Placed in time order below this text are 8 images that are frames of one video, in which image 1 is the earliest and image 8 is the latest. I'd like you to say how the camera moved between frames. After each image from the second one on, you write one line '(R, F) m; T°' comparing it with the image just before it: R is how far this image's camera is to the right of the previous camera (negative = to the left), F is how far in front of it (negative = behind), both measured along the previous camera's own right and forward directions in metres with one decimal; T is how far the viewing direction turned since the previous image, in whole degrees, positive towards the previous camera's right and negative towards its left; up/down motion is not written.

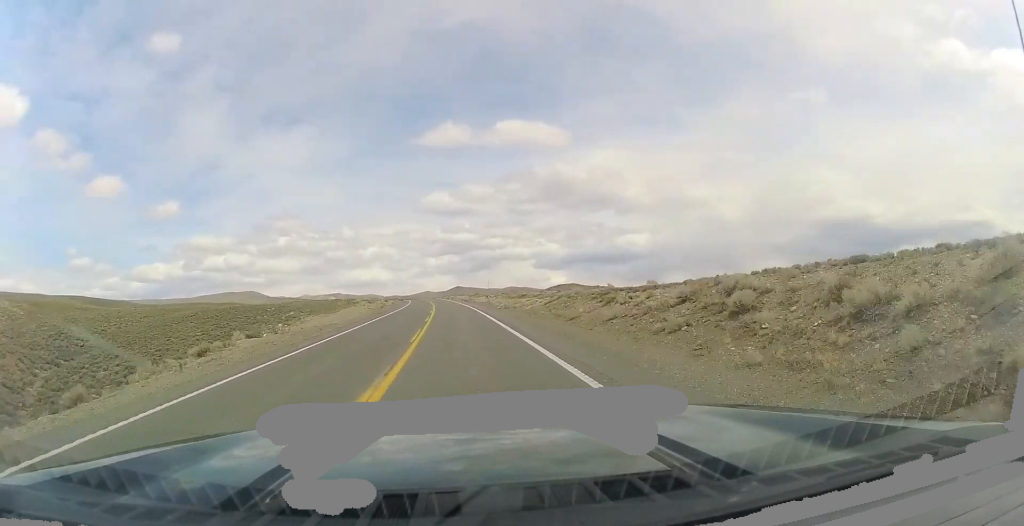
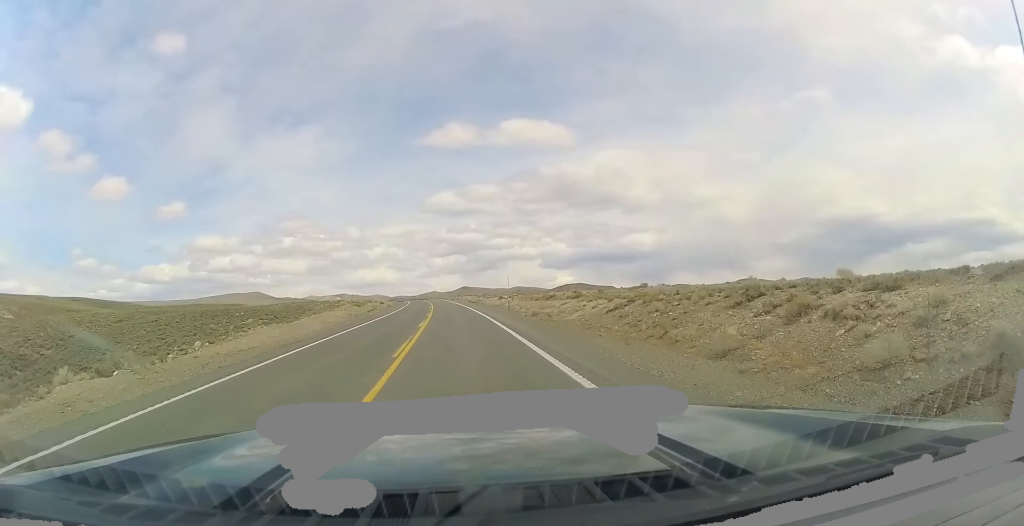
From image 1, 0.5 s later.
(-0.1, +17.2) m; -1°
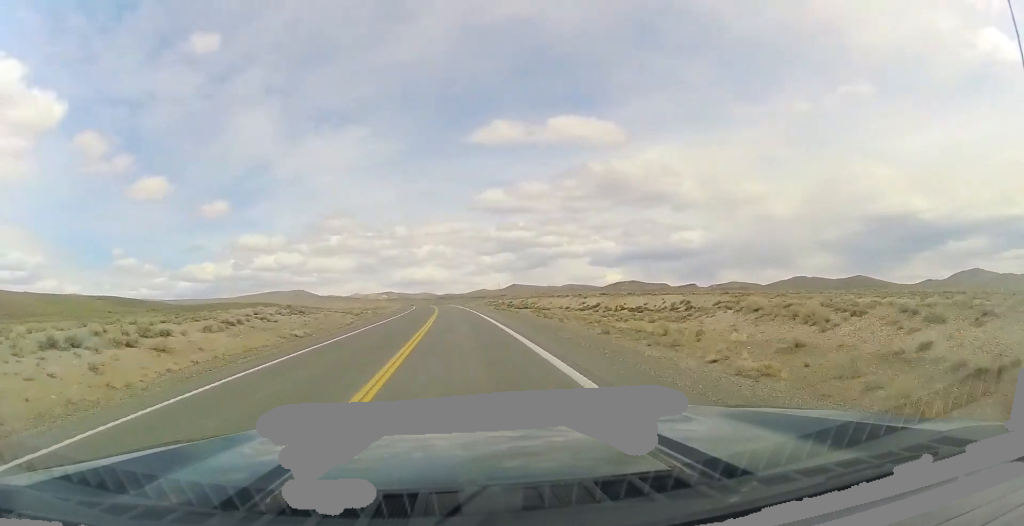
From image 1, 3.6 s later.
(-4.8, +106.1) m; -4°
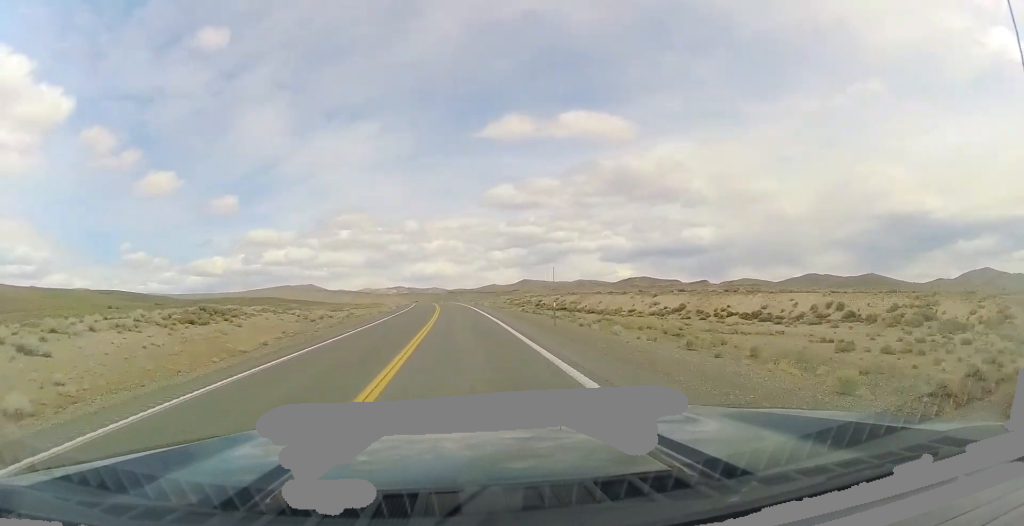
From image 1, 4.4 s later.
(+0.1, +24.7) m; 0°
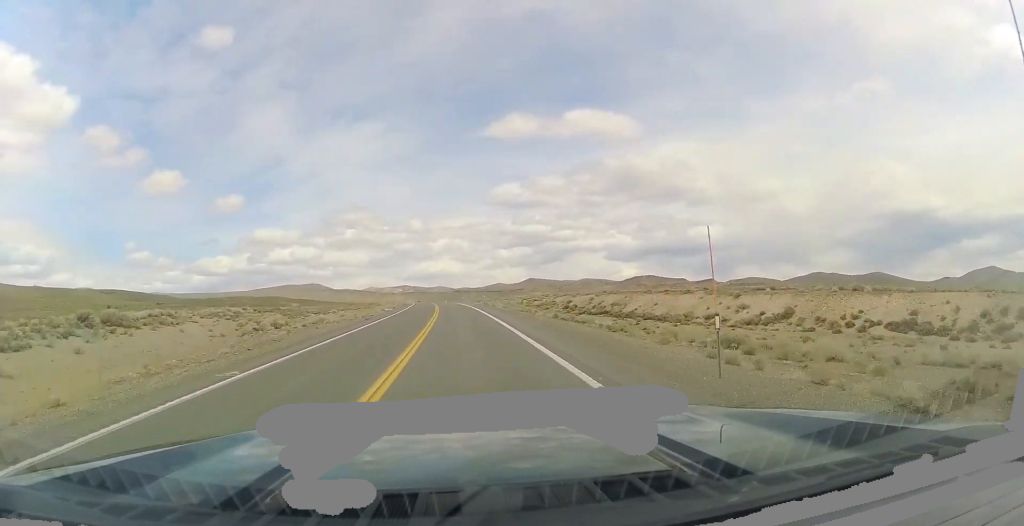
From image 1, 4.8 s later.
(+0.1, +15.7) m; -1°
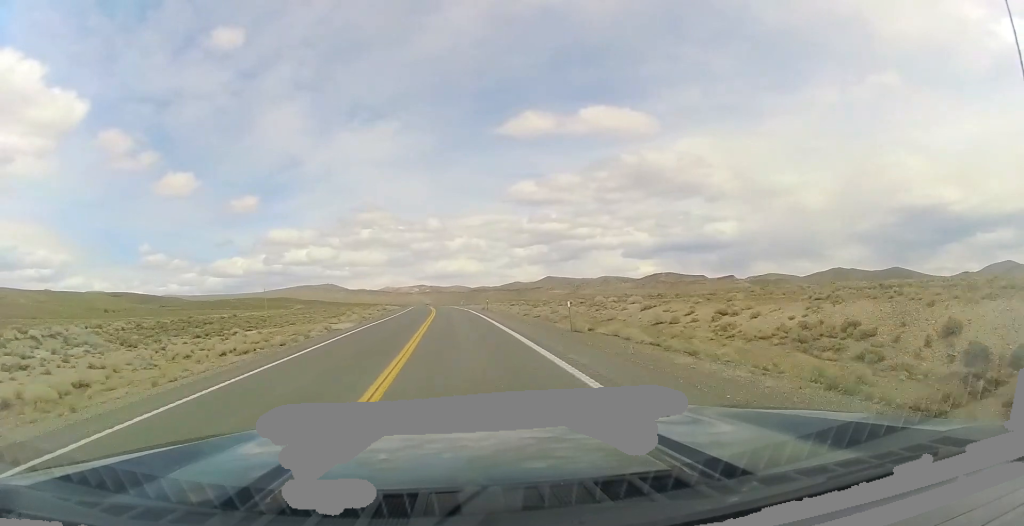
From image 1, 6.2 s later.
(-0.9, +45.7) m; -2°
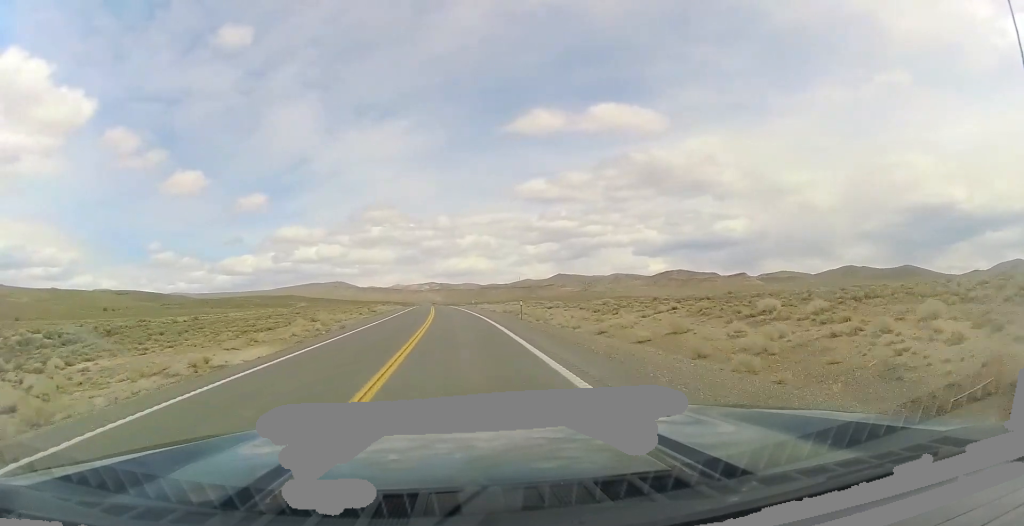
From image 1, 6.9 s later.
(-0.2, +24.4) m; -1°
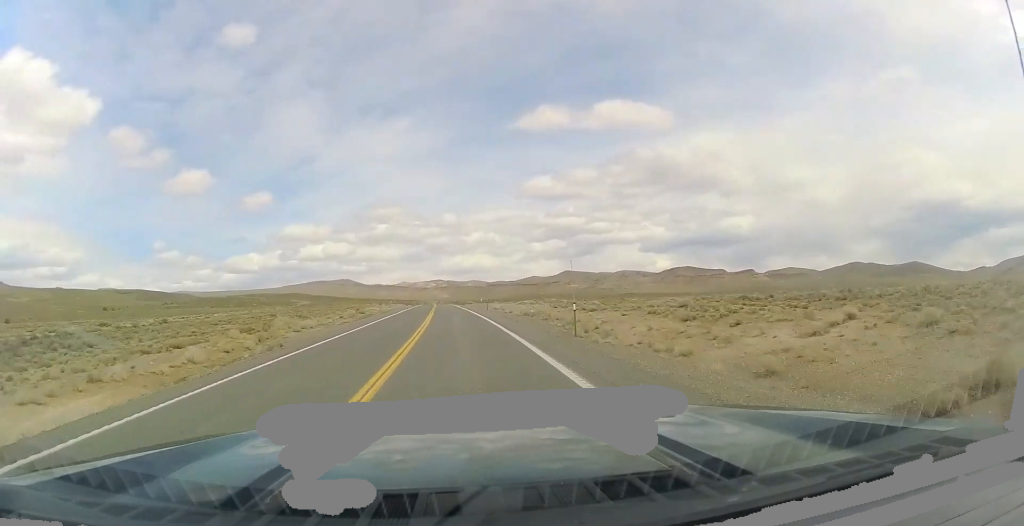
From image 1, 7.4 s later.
(0.0, +14.4) m; -1°
